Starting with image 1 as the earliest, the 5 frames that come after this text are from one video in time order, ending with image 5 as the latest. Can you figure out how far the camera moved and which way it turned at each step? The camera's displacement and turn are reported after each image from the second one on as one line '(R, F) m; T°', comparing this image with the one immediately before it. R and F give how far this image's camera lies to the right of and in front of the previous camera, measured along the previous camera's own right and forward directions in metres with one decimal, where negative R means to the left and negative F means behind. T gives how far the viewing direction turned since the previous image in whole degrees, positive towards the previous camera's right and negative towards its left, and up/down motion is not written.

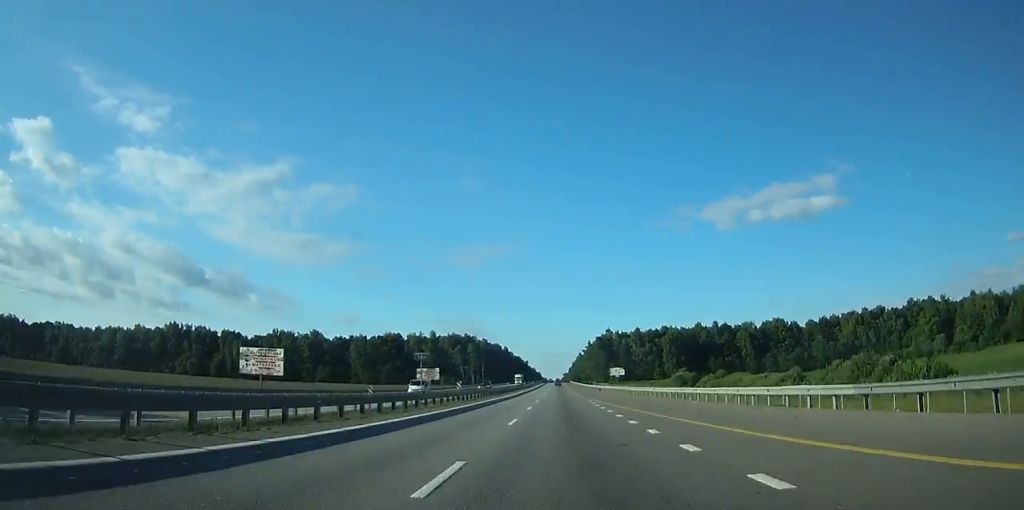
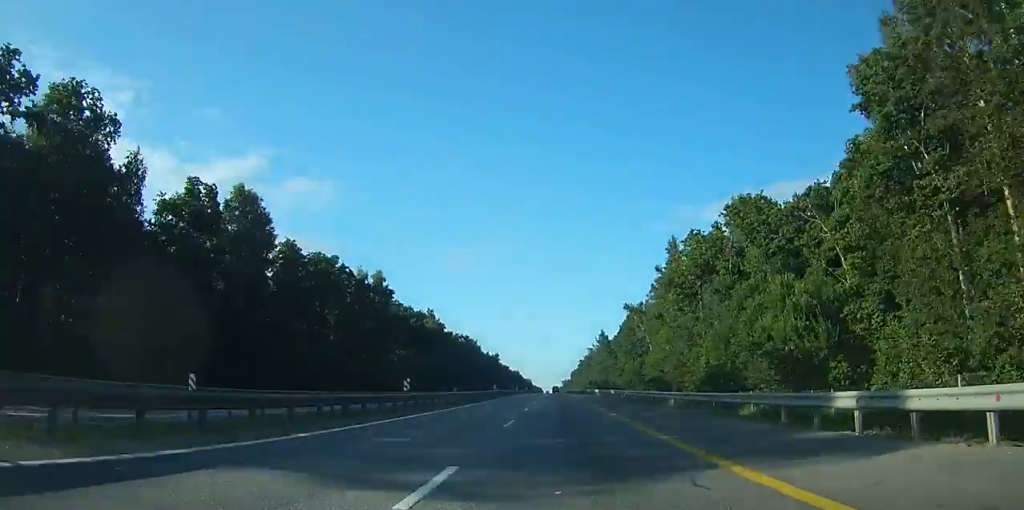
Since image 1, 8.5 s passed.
(+0.8, +249.1) m; 0°
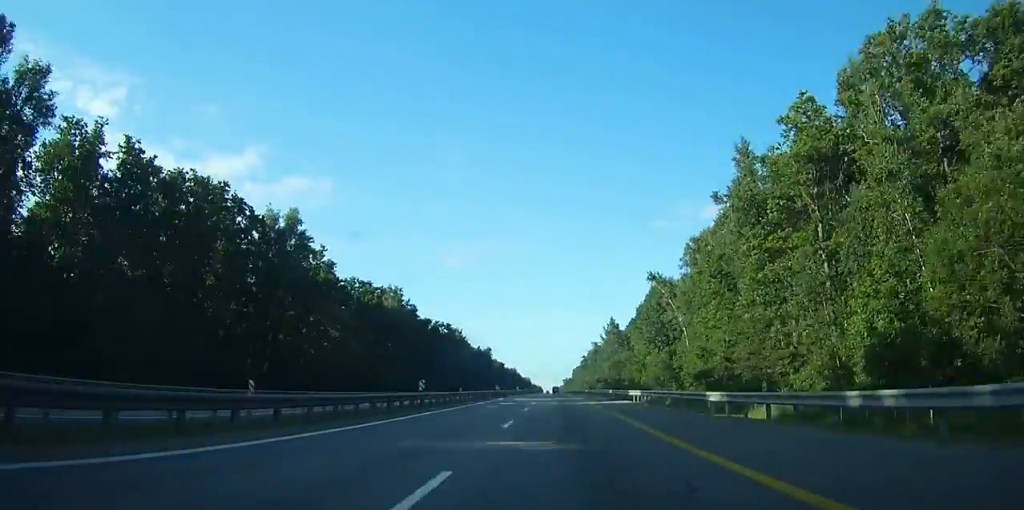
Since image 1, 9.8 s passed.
(+0.2, +37.1) m; 0°
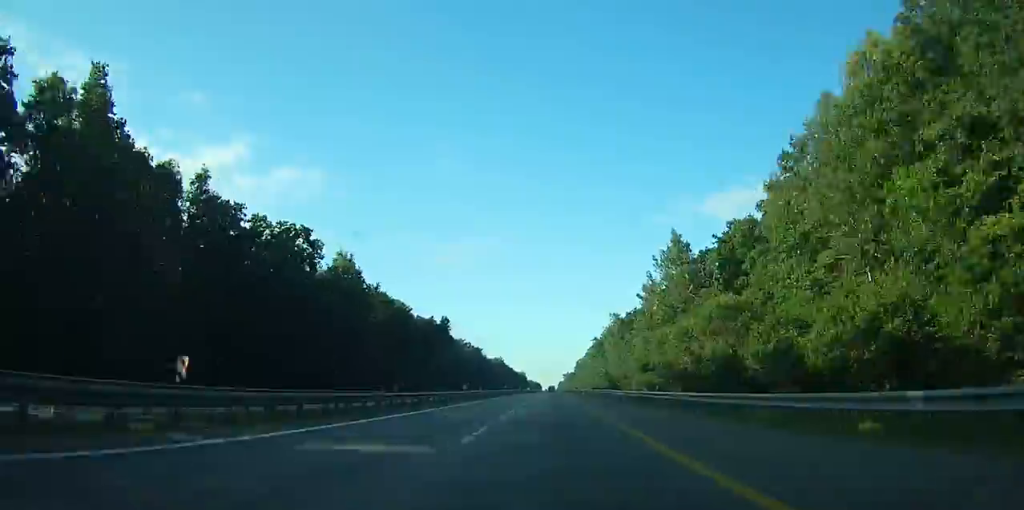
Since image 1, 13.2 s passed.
(-0.1, +107.0) m; 0°
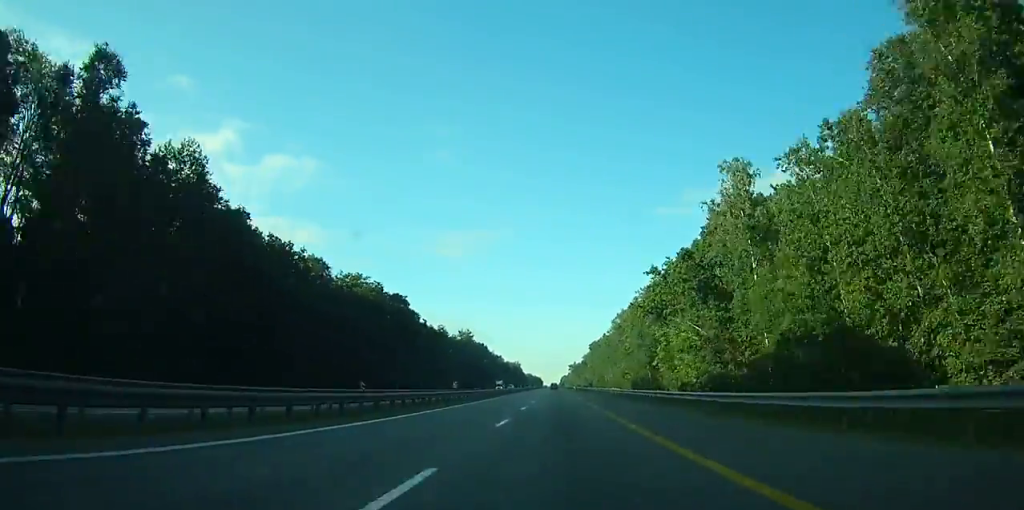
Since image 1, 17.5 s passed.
(-0.1, +132.2) m; 0°
